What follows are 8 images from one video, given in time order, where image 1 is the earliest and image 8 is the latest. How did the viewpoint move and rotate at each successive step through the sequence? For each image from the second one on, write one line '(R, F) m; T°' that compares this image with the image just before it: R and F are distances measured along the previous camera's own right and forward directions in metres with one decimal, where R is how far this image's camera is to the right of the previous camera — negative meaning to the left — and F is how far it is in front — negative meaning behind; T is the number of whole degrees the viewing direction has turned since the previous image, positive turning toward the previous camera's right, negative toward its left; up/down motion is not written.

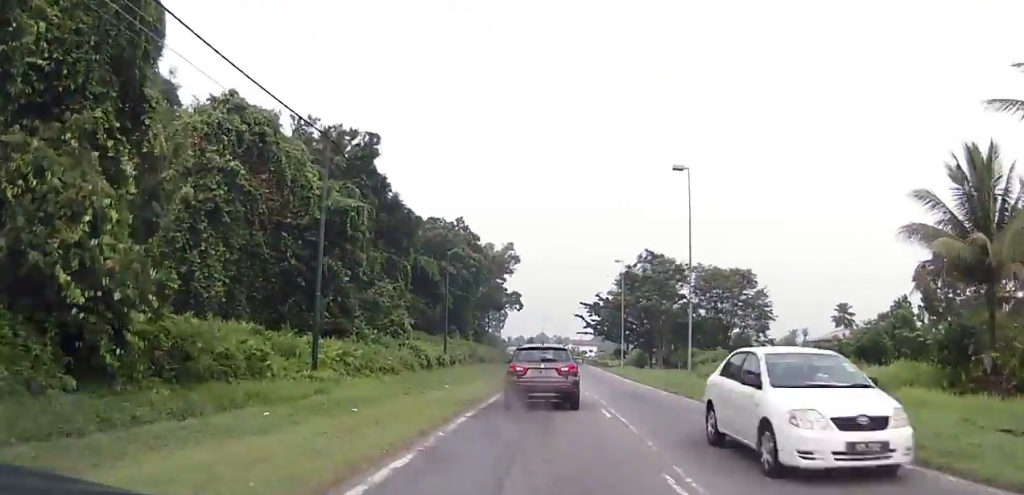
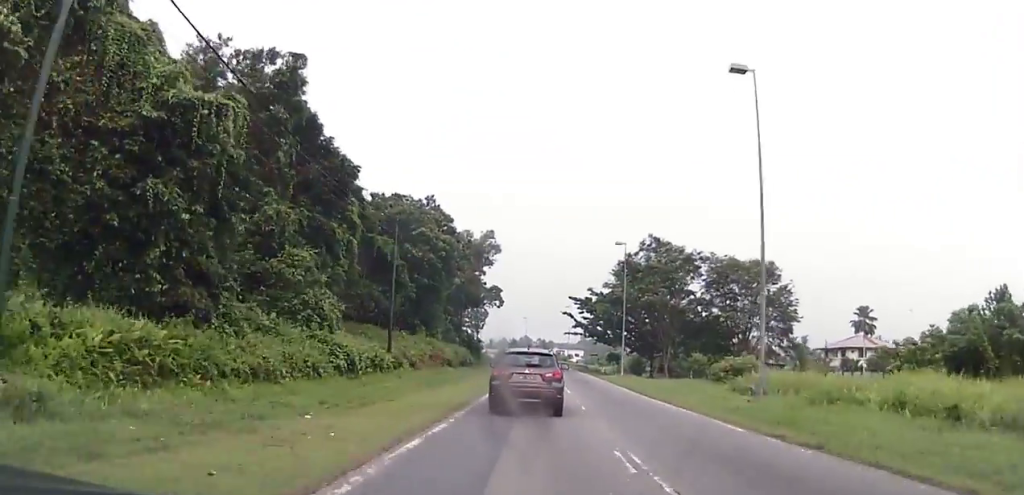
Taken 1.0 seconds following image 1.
(0.0, +15.6) m; +1°
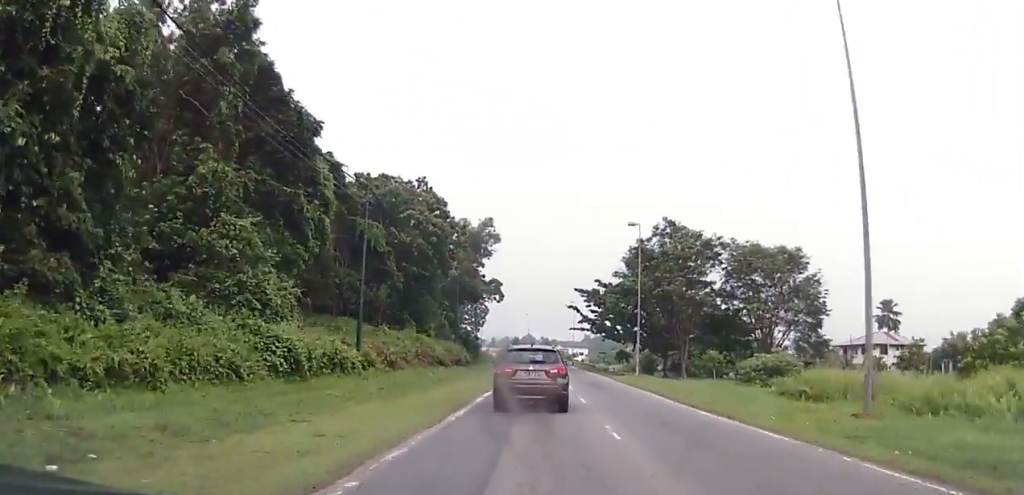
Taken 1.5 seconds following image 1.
(-0.1, +7.9) m; 0°
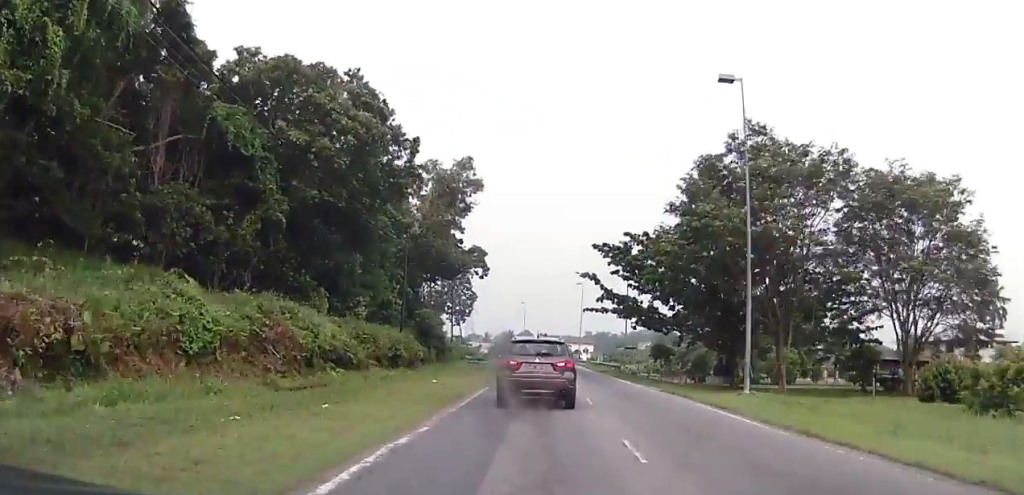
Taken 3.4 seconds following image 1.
(+0.8, +29.9) m; +2°
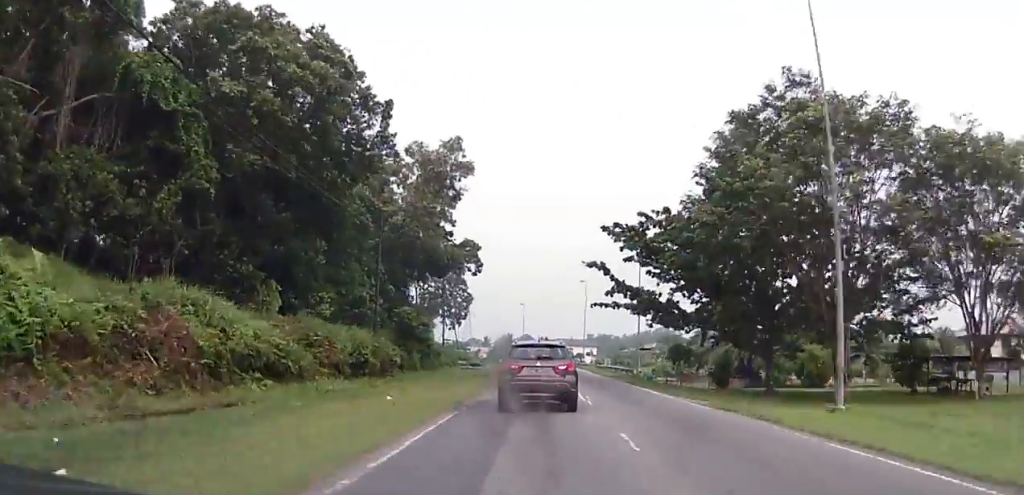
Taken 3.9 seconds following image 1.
(0.0, +8.1) m; 0°
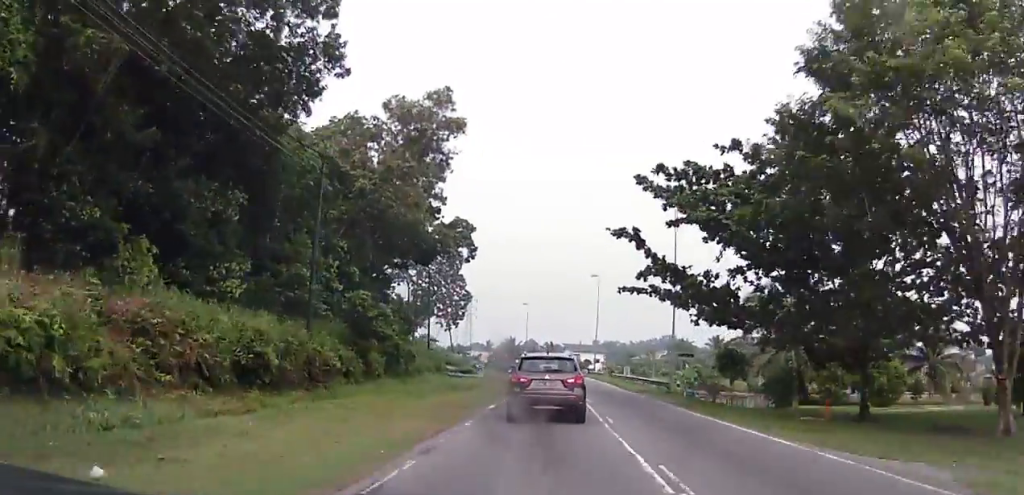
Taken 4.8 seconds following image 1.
(0.0, +13.1) m; 0°
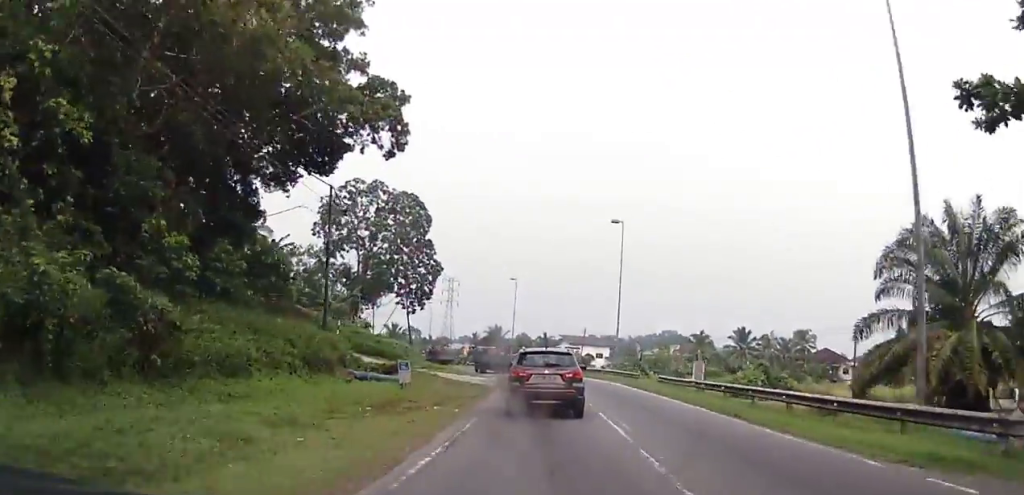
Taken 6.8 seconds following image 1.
(-0.5, +30.1) m; -2°
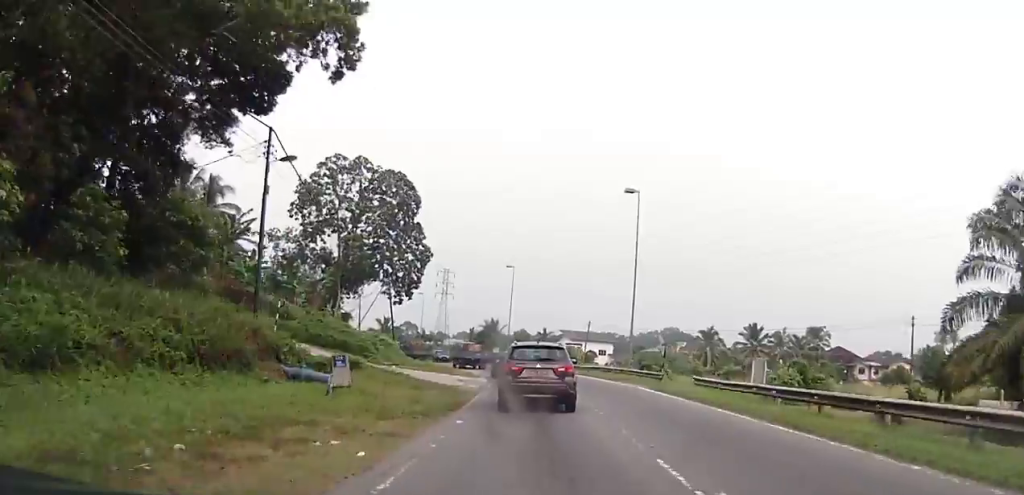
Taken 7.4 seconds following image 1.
(-0.3, +9.0) m; 0°
